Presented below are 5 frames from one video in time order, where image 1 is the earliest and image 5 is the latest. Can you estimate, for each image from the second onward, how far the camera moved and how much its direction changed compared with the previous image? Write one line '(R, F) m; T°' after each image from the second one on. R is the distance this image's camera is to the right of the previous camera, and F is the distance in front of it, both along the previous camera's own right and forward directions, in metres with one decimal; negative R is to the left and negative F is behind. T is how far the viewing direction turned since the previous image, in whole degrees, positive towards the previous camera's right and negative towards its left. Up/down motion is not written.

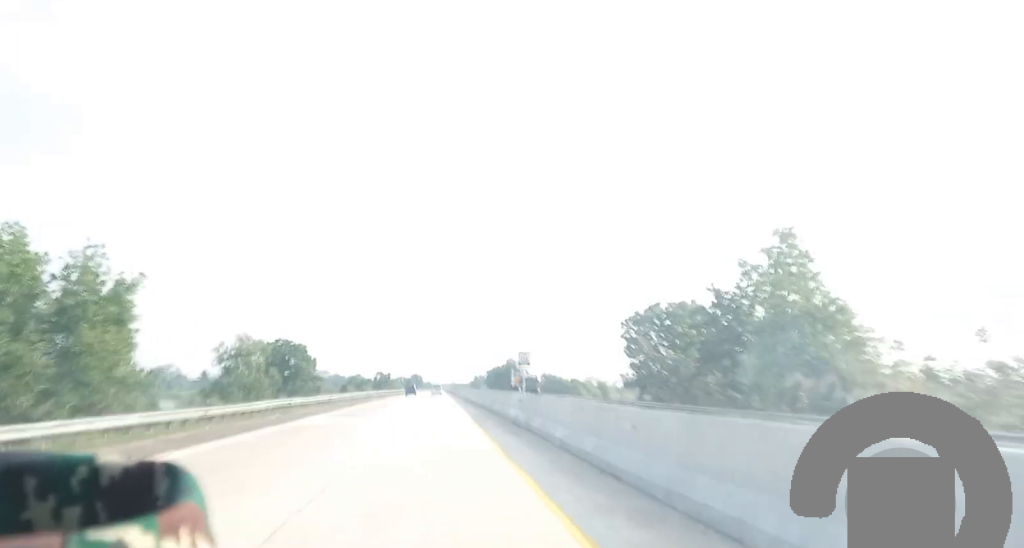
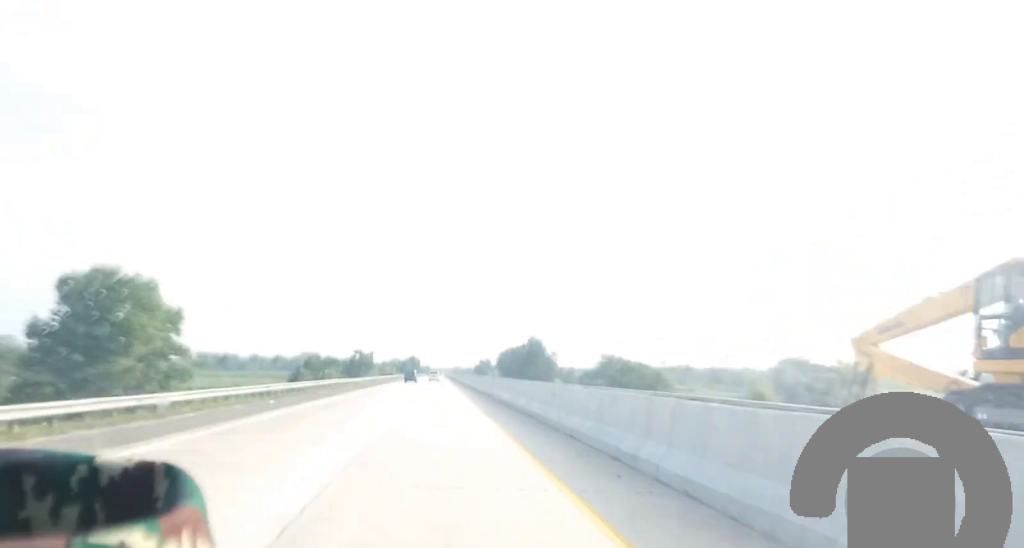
(-1.0, +72.7) m; -1°
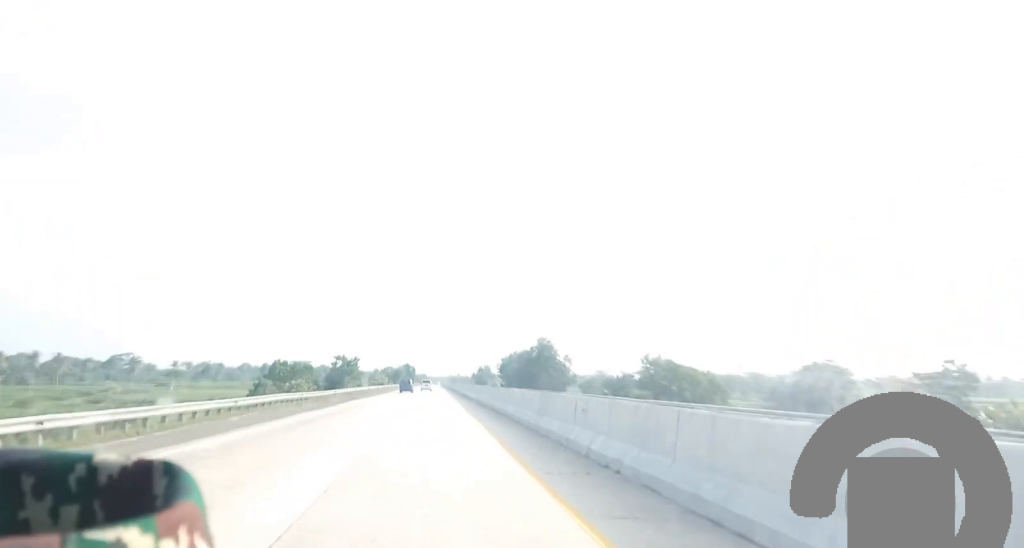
(+0.1, +30.2) m; +1°
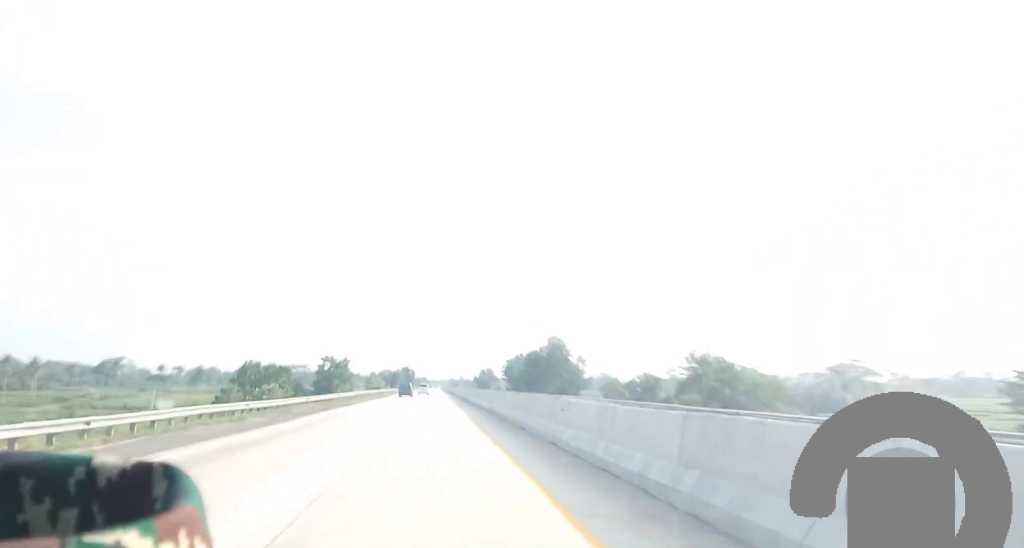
(+0.1, +19.3) m; 0°
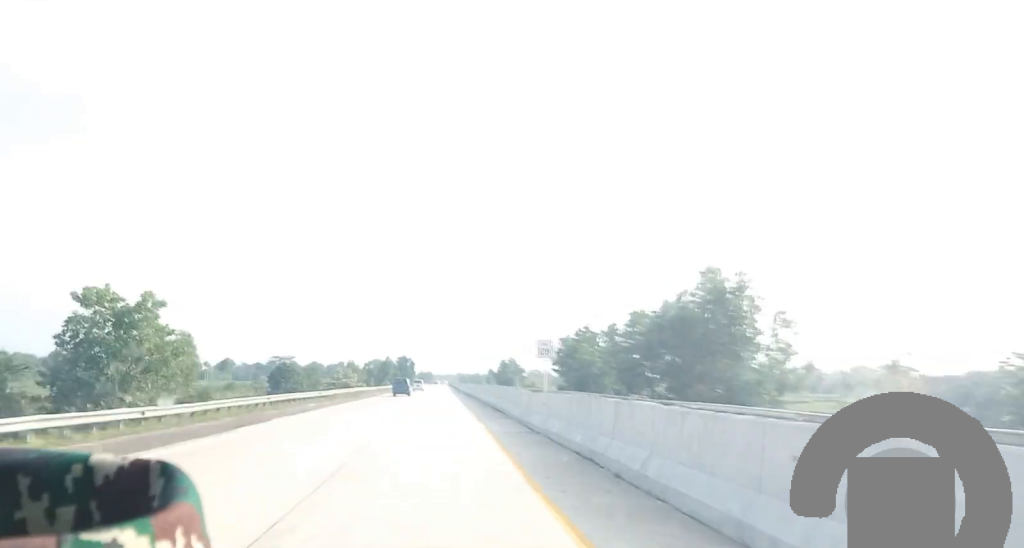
(-0.9, +90.1) m; -1°
